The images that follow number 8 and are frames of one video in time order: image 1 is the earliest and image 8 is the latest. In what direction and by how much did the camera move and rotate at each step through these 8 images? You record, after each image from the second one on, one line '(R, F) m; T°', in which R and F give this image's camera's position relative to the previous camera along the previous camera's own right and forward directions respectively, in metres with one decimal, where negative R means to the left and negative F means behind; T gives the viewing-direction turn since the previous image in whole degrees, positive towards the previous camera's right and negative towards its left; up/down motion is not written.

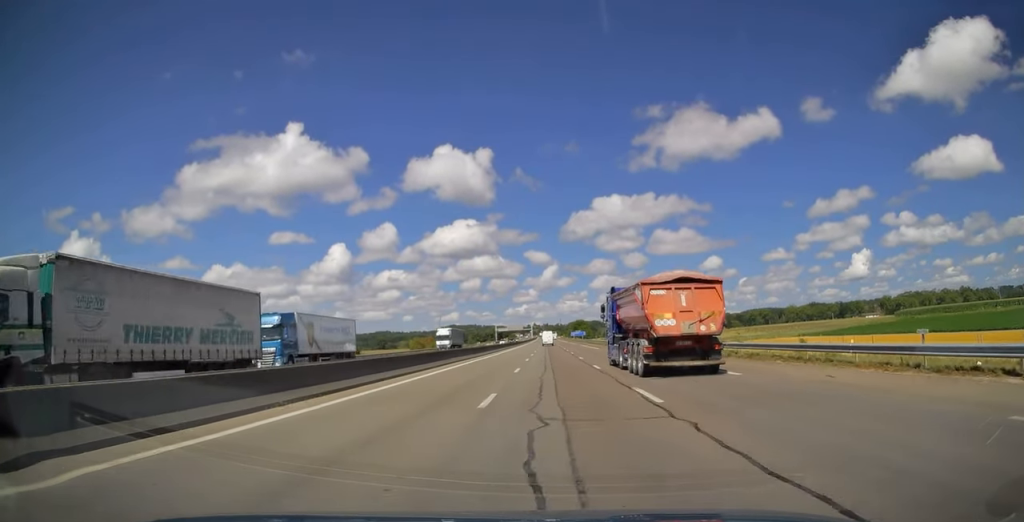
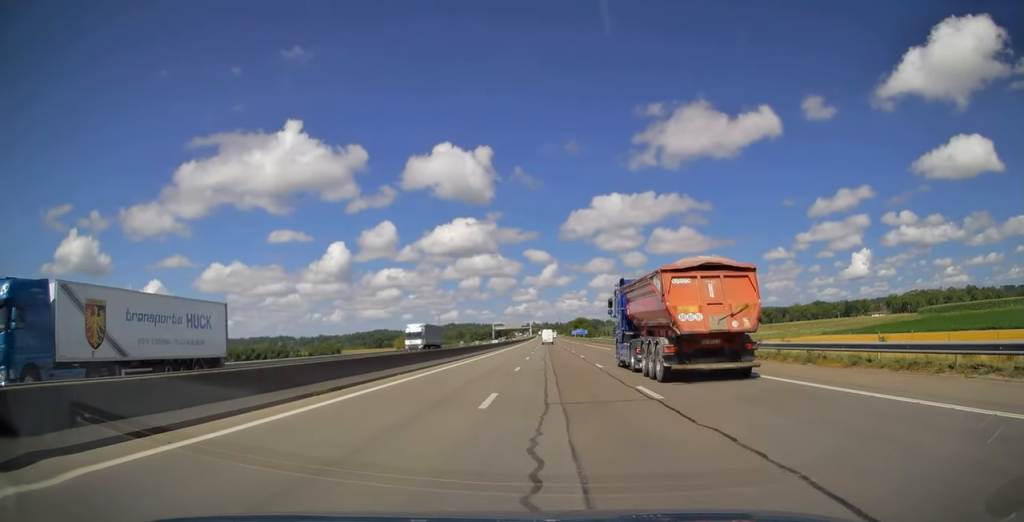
(-0.2, +13.3) m; 0°
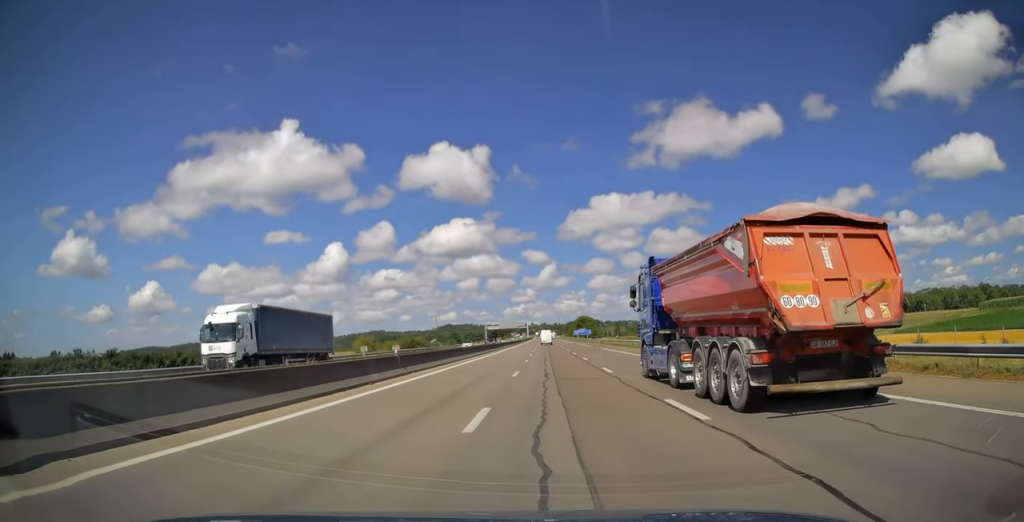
(+0.1, +28.8) m; 0°
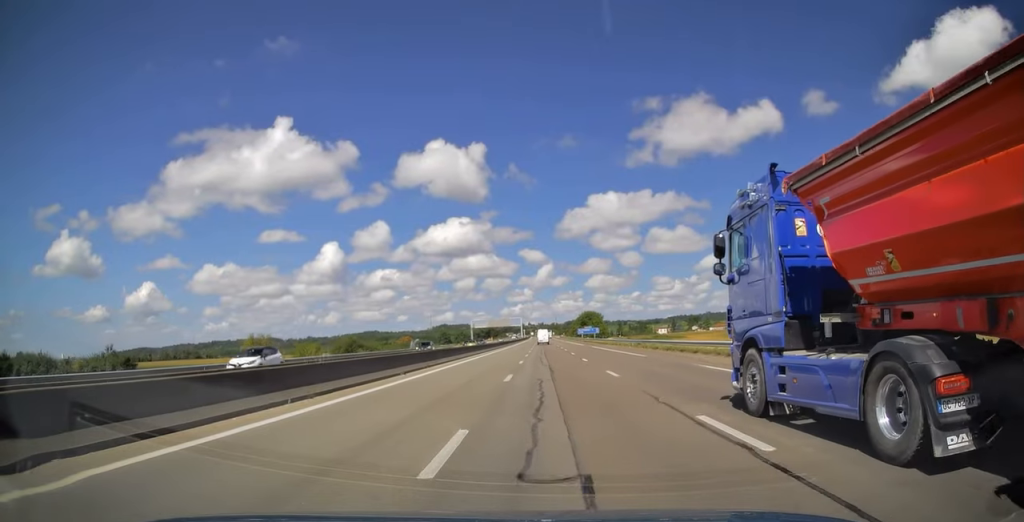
(-0.2, +41.5) m; 0°
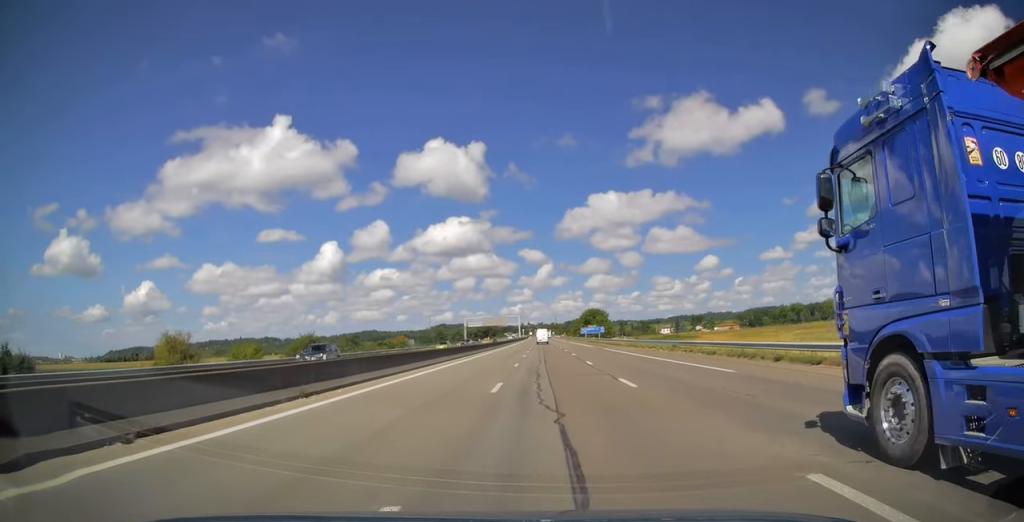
(+0.1, +17.0) m; 0°
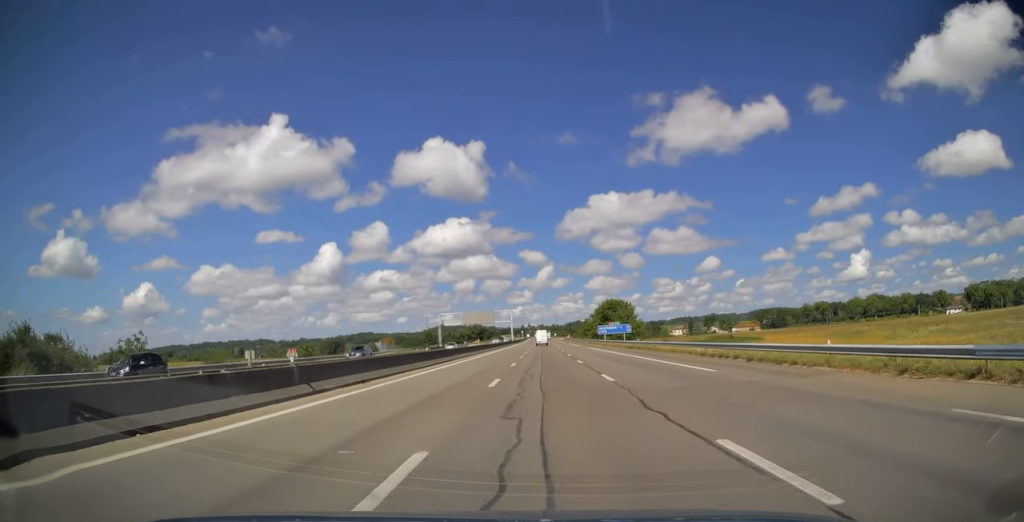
(+0.4, +49.6) m; +1°
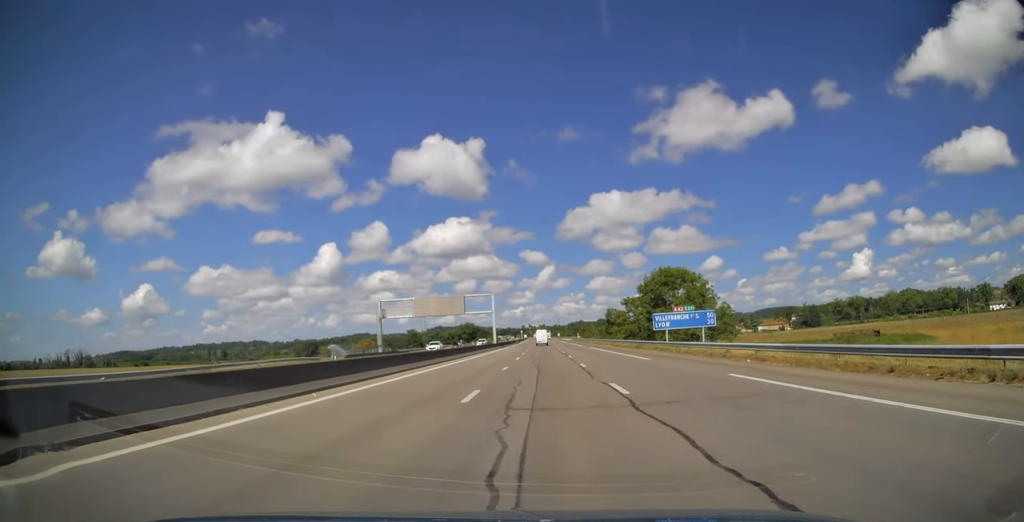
(-0.6, +56.5) m; -1°
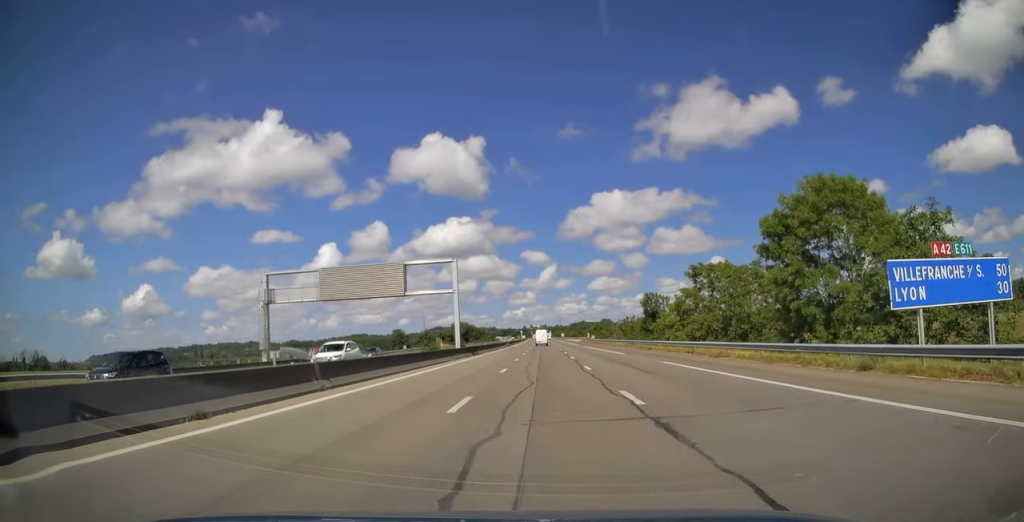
(+0.3, +40.5) m; +1°
